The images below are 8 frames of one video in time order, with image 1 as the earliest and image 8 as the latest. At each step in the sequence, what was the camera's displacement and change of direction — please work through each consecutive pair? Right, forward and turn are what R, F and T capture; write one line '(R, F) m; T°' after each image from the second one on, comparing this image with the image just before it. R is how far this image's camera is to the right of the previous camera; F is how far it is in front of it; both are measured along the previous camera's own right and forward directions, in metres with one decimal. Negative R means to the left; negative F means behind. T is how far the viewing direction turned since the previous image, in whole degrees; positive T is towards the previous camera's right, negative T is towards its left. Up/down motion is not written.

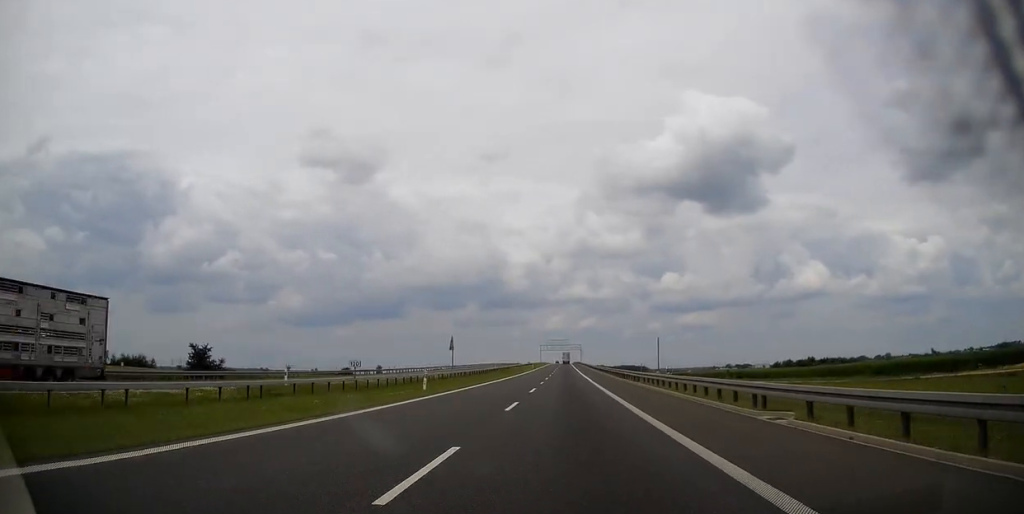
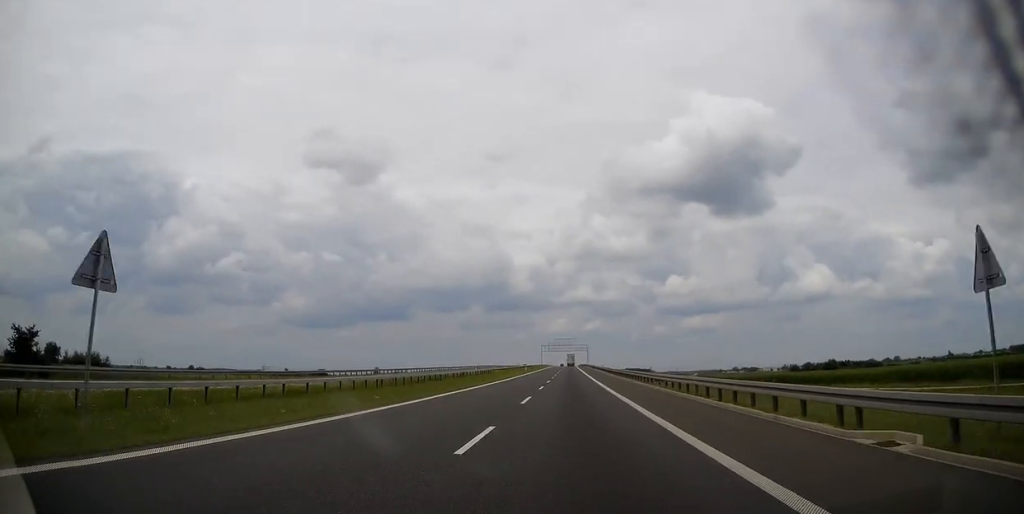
(-0.1, +33.4) m; 0°
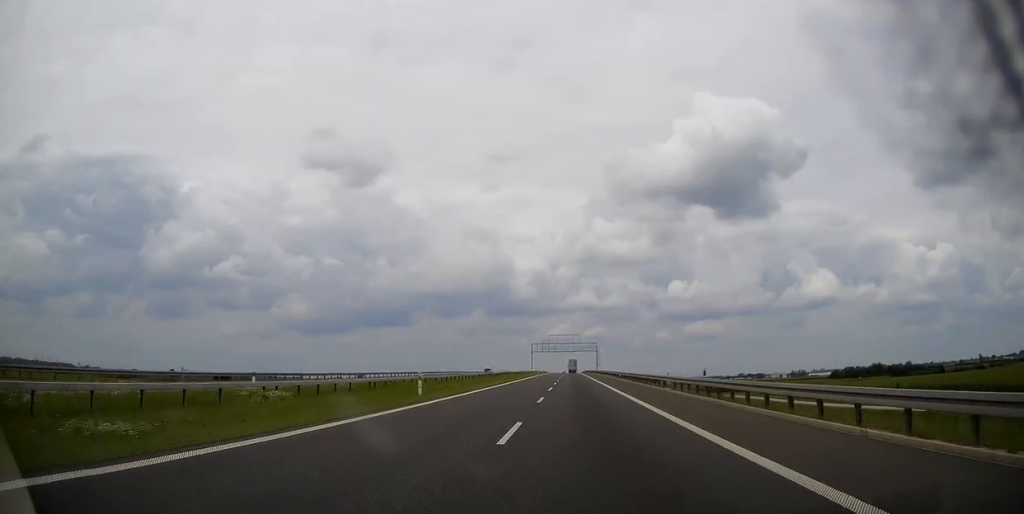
(-0.1, +73.6) m; 0°
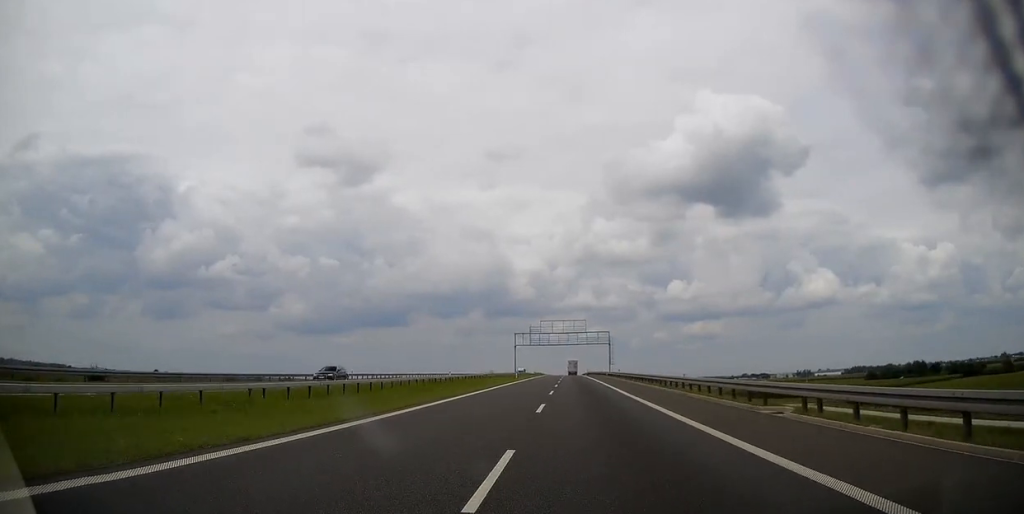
(-0.3, +53.8) m; 0°
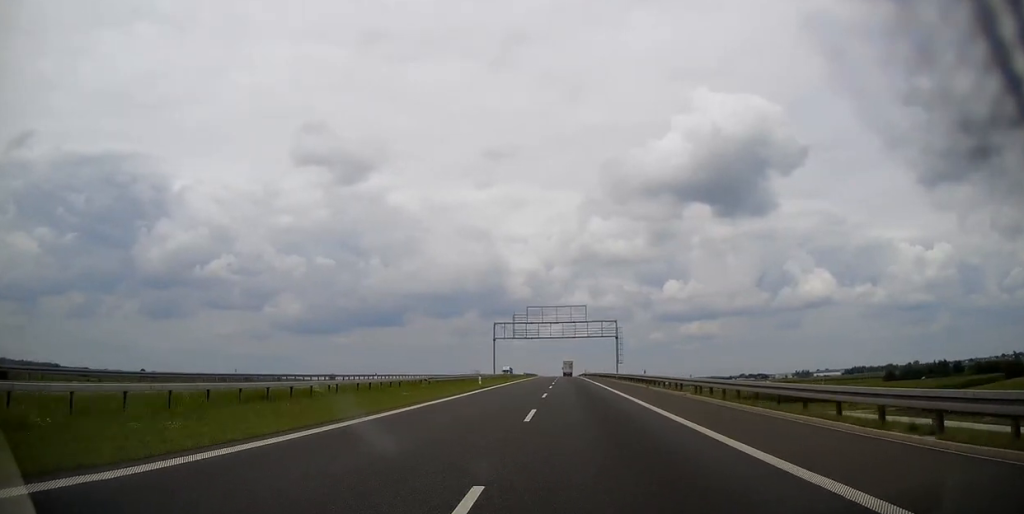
(+0.2, +27.5) m; 0°
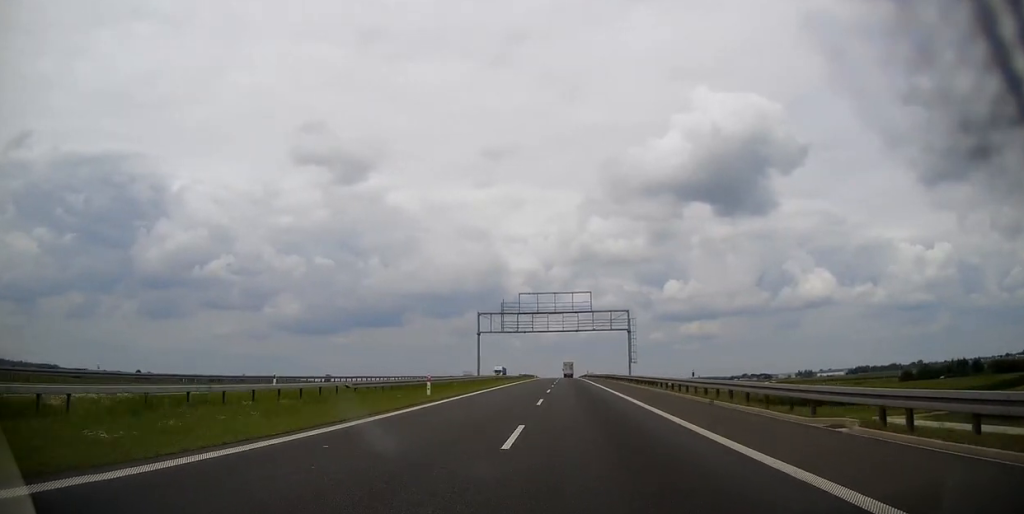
(0.0, +17.2) m; 0°
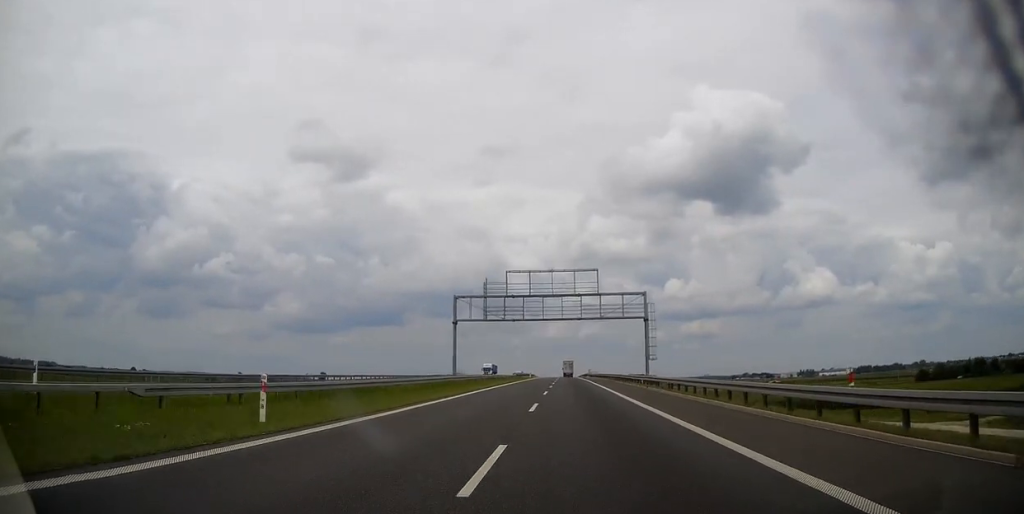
(0.0, +16.1) m; 0°
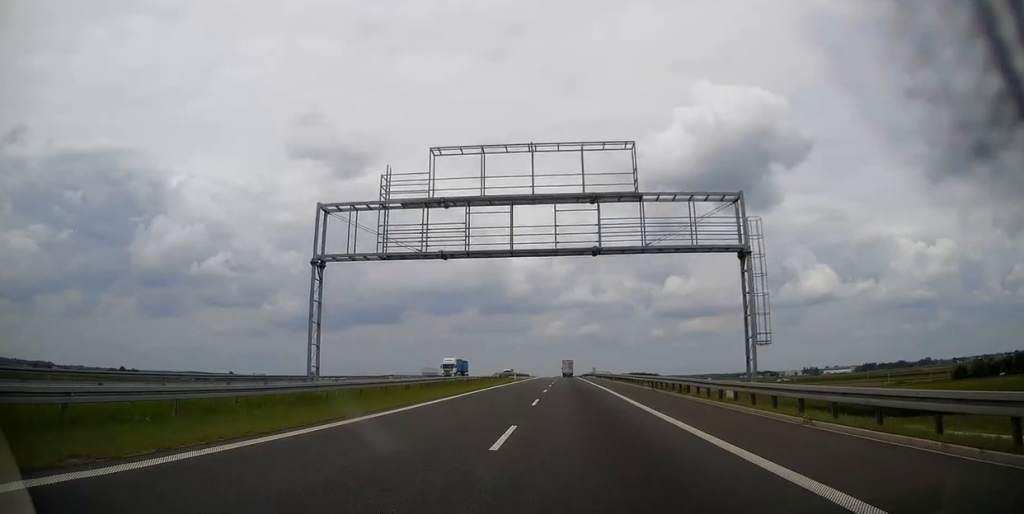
(0.0, +33.3) m; 0°
